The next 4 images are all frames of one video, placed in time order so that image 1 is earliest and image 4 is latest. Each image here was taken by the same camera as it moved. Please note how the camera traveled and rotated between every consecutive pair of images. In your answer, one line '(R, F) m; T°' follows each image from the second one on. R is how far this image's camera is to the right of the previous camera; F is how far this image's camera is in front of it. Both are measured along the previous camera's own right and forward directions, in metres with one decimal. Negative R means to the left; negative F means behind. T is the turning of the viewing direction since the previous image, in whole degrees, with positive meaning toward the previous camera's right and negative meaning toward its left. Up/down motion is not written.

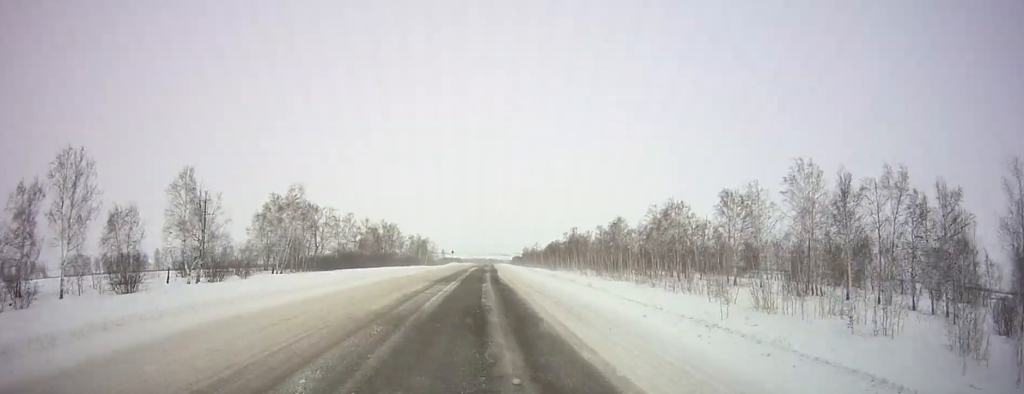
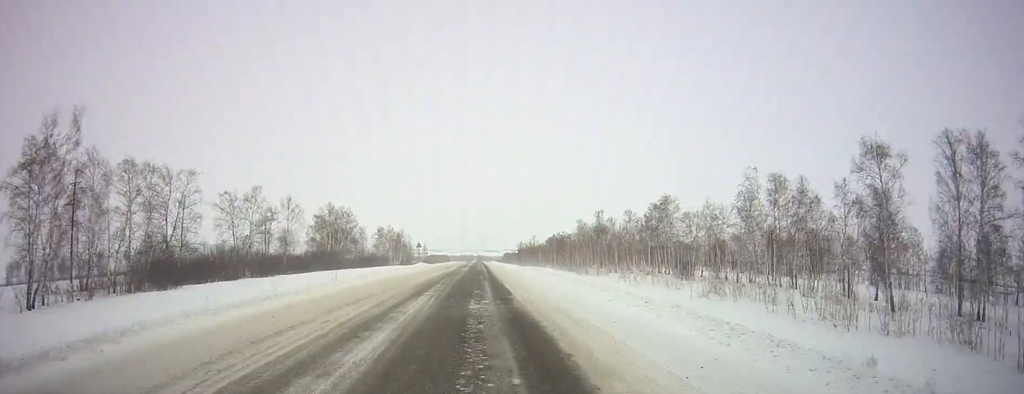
(+0.6, +57.5) m; +1°
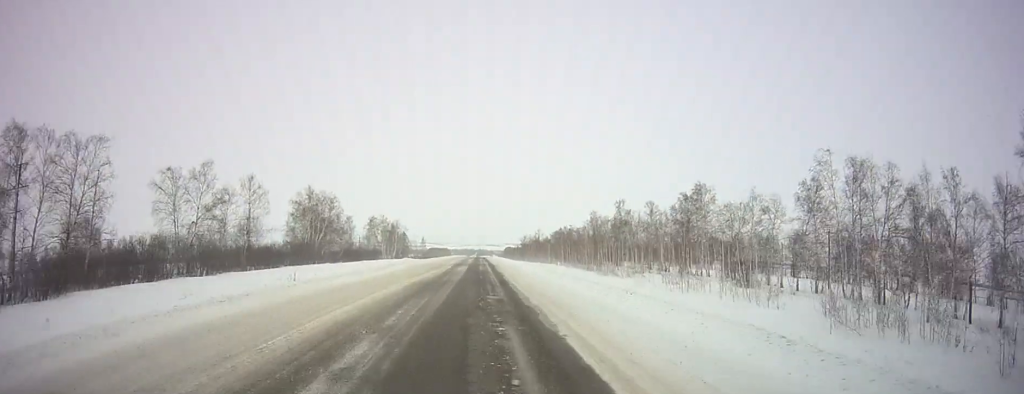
(+0.1, +18.9) m; 0°
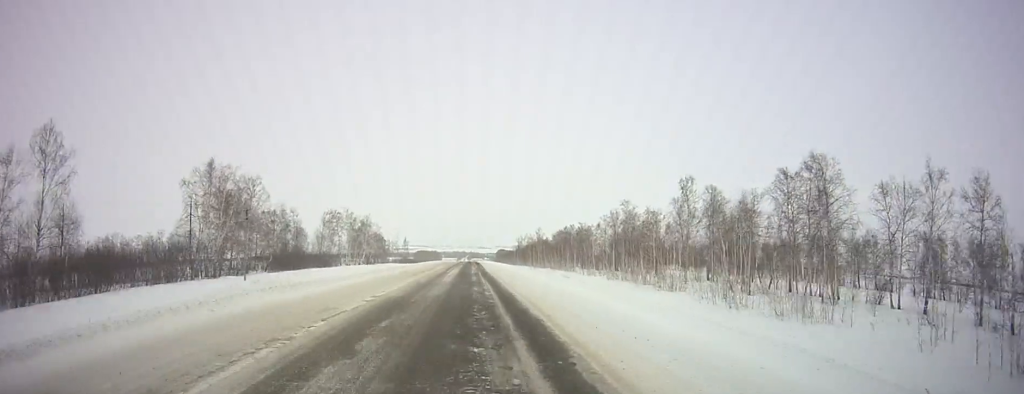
(-0.1, +43.4) m; 0°
